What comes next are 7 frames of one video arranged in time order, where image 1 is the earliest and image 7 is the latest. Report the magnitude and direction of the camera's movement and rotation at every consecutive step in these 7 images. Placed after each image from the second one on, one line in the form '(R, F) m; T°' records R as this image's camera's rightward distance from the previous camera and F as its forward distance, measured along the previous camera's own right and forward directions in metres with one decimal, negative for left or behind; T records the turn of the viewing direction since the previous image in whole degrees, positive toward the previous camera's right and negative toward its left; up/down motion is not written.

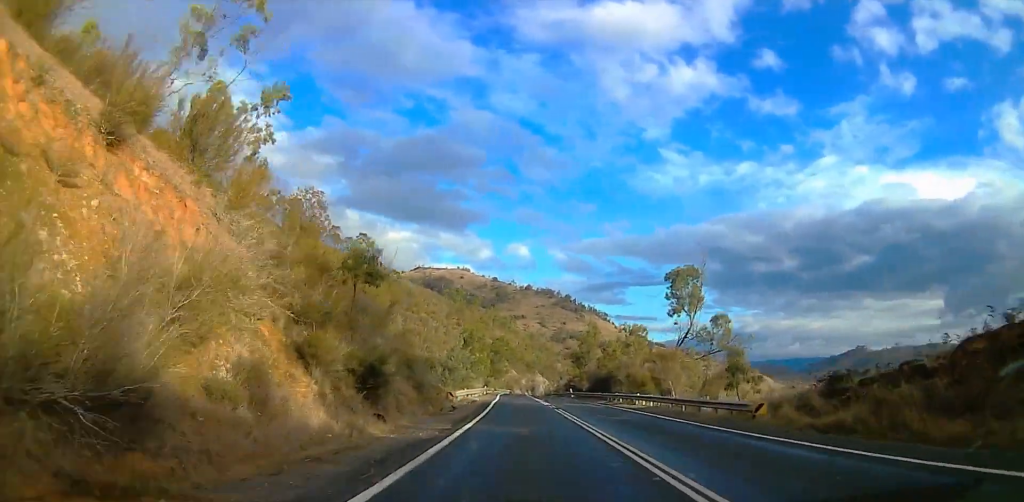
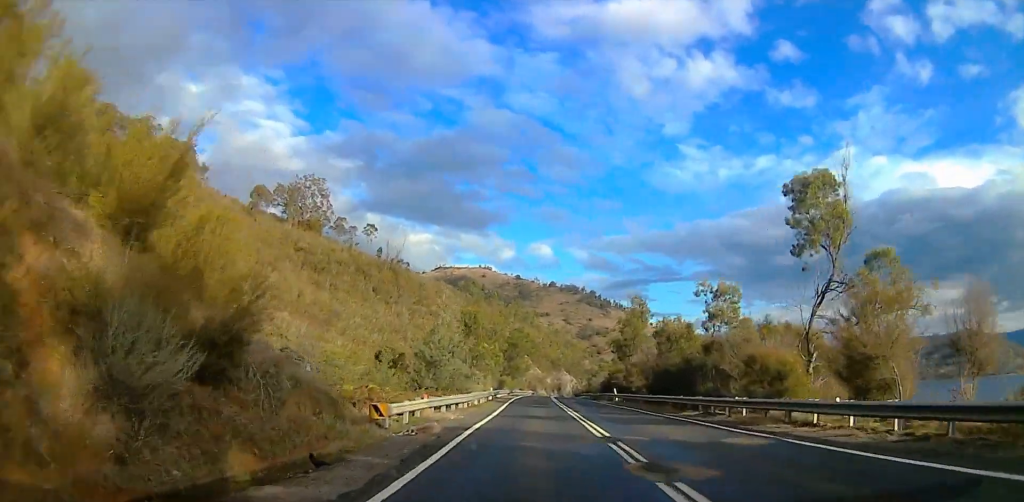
(-0.5, +24.6) m; -2°
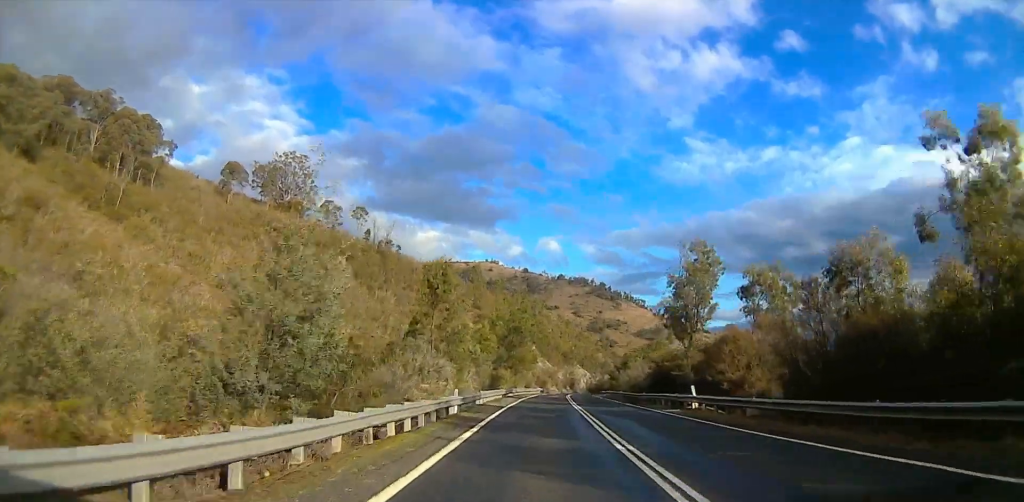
(-0.4, +25.5) m; -2°
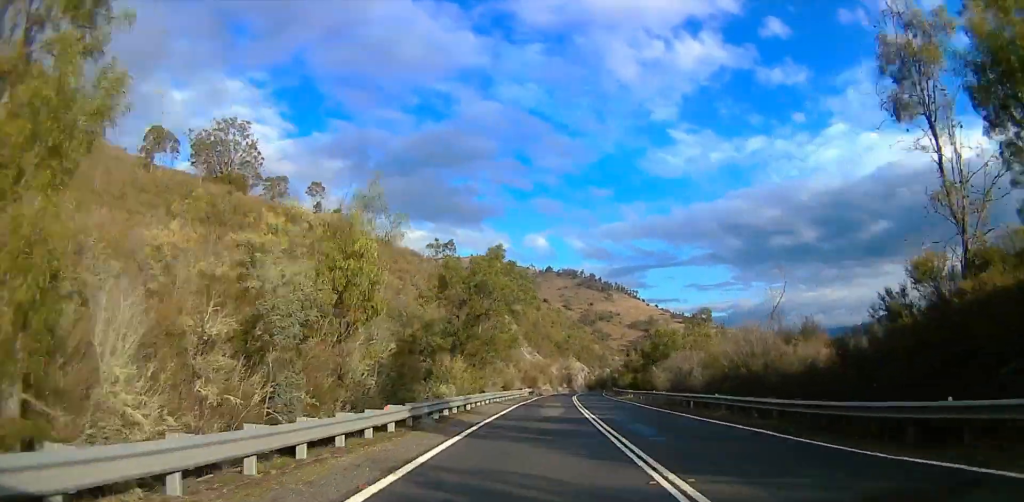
(-0.3, +34.6) m; +1°
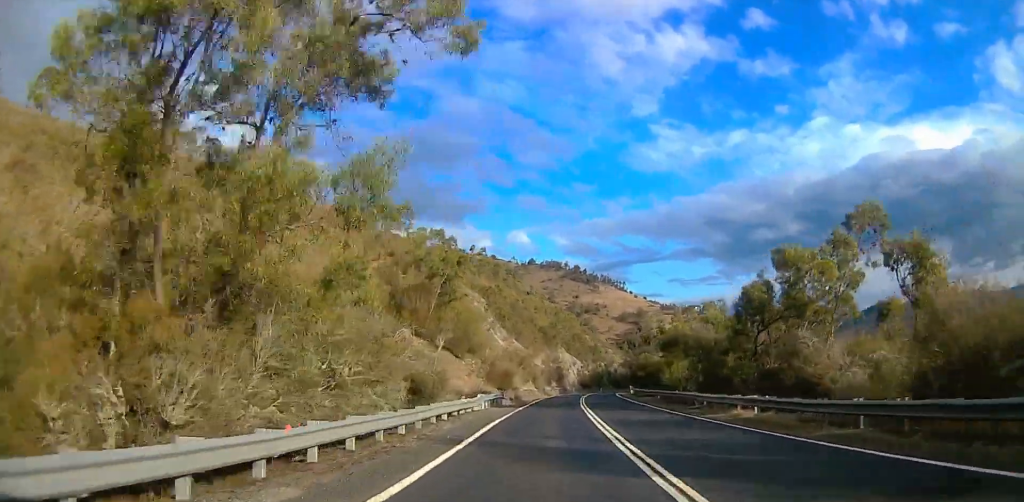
(+1.0, +37.2) m; +3°
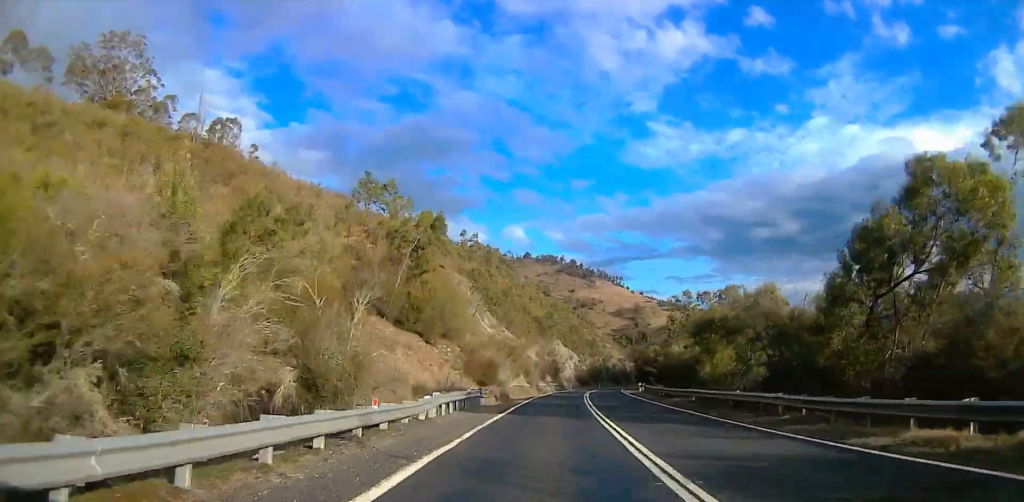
(-0.2, +12.5) m; +1°
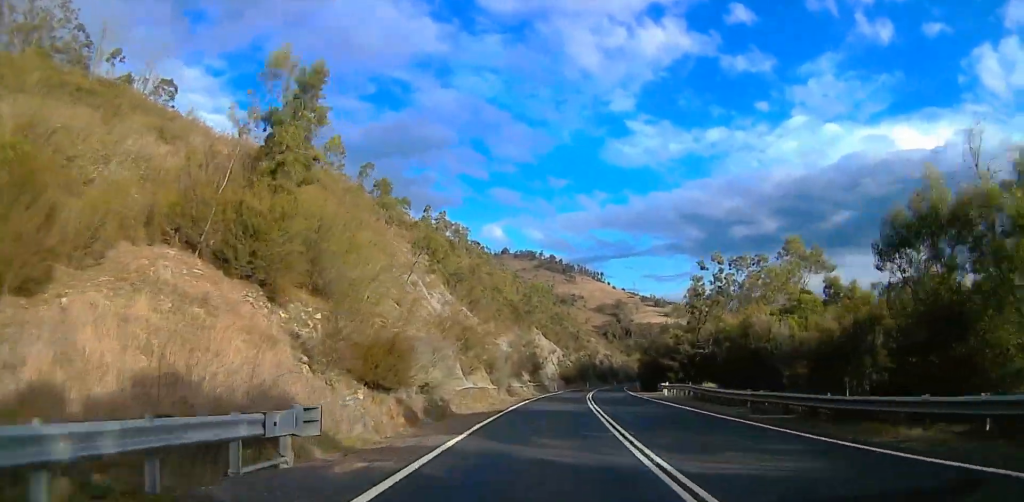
(+0.9, +24.1) m; 0°
